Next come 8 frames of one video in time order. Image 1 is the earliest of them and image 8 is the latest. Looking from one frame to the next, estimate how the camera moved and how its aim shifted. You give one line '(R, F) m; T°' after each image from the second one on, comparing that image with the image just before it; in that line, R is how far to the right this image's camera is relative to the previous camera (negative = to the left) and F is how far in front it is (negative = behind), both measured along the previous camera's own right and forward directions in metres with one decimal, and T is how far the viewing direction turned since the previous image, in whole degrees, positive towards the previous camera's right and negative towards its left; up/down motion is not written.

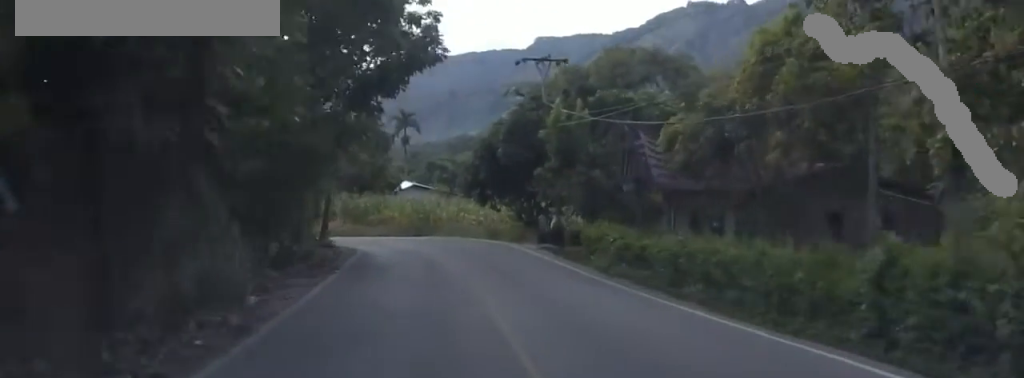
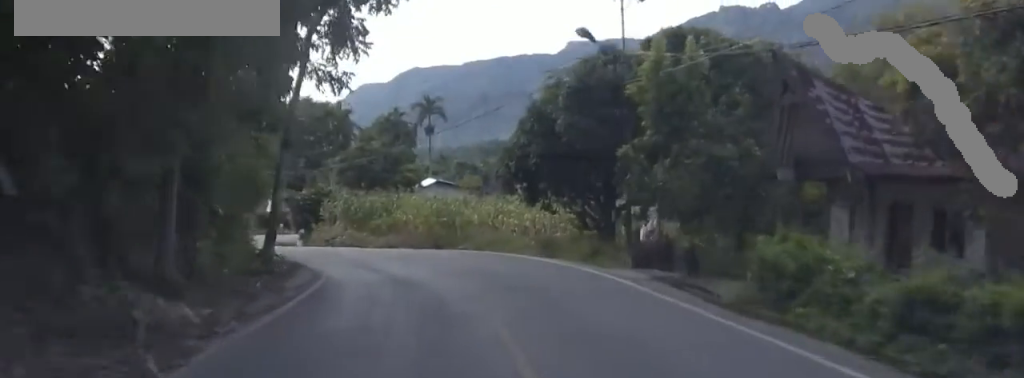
(0.0, +14.2) m; -1°
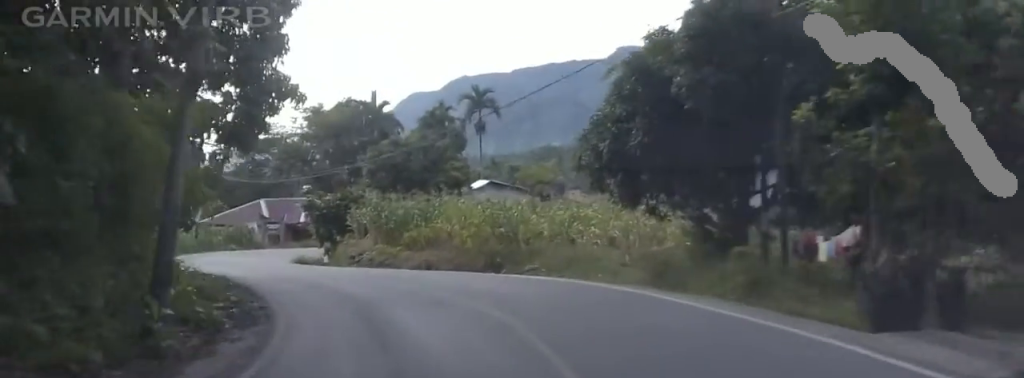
(+0.2, +10.1) m; -3°
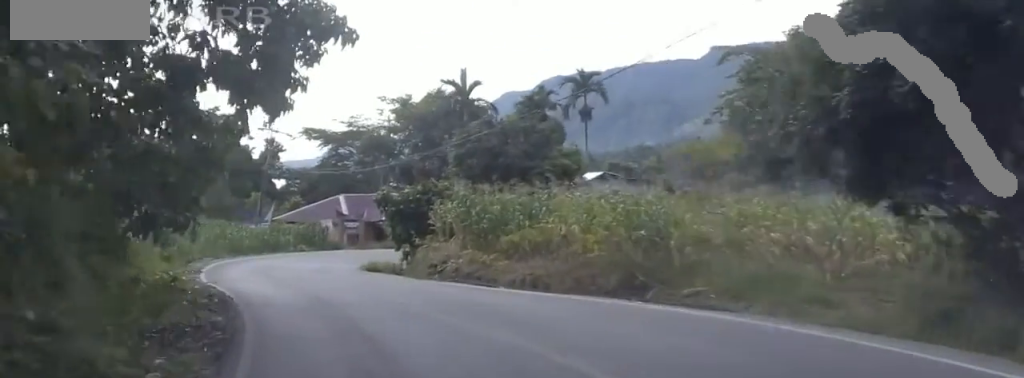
(-0.5, +8.9) m; -6°
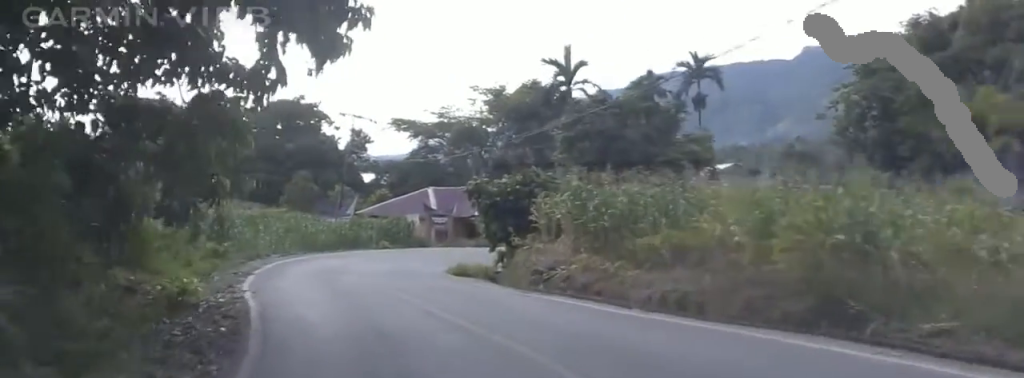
(-0.3, +6.1) m; -5°
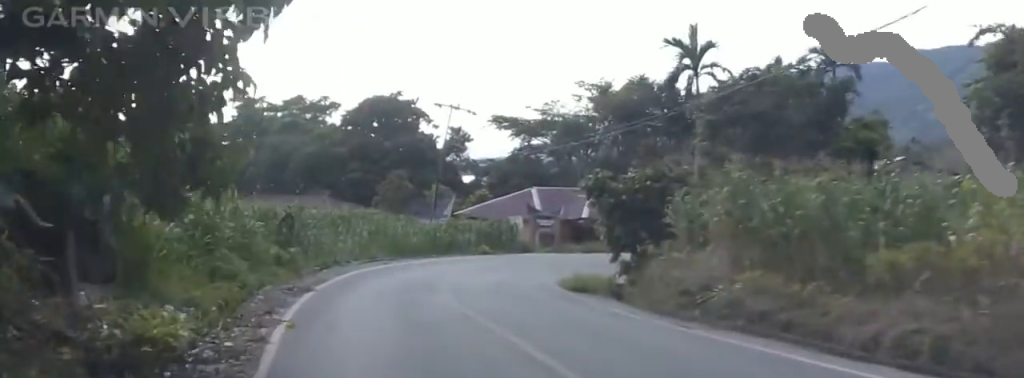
(0.0, +6.1) m; -5°
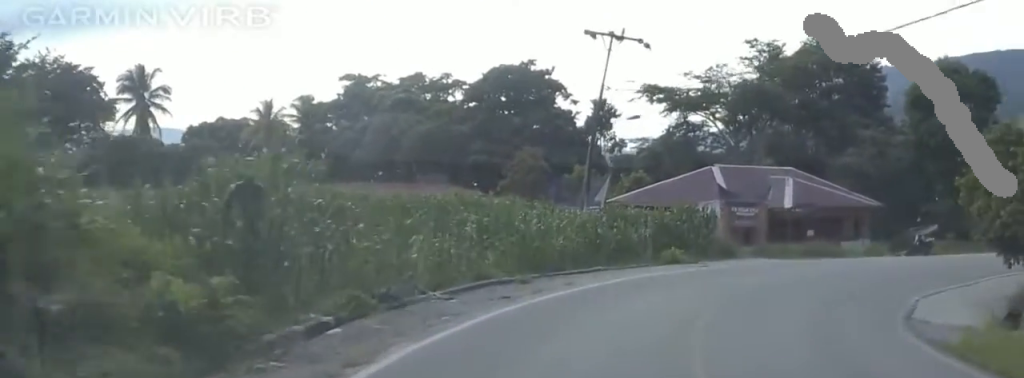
(-1.0, +18.8) m; +2°
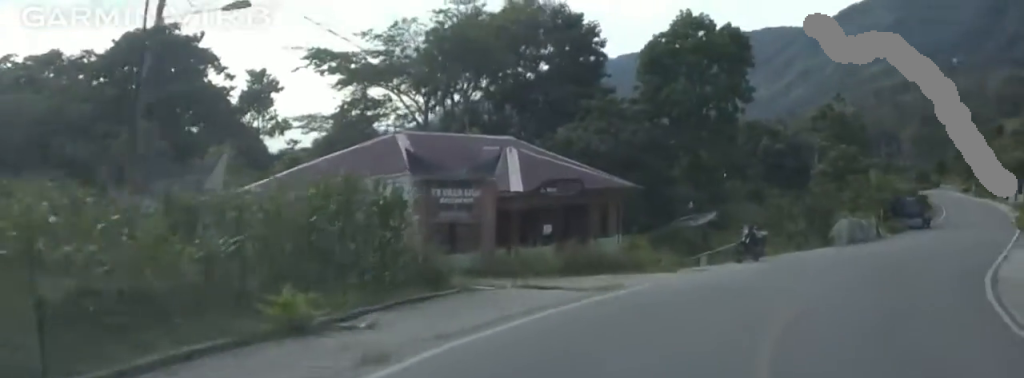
(+2.1, +19.1) m; +15°
